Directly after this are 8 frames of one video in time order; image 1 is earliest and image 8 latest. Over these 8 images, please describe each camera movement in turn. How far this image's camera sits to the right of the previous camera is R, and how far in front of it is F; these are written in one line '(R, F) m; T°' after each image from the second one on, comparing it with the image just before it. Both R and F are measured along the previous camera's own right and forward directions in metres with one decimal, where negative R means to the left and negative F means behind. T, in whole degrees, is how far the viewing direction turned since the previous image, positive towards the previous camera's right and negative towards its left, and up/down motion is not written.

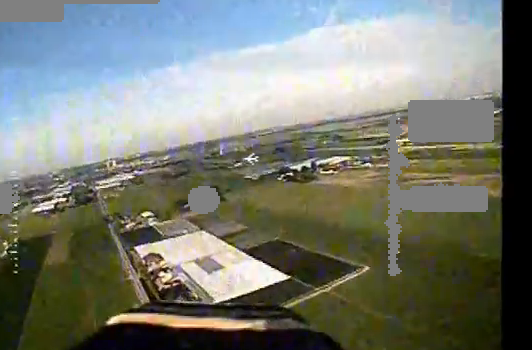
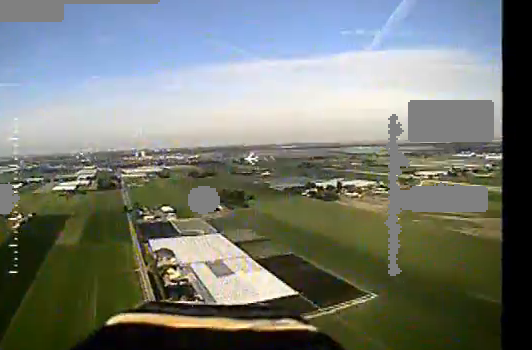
(0.0, +4.6) m; 0°
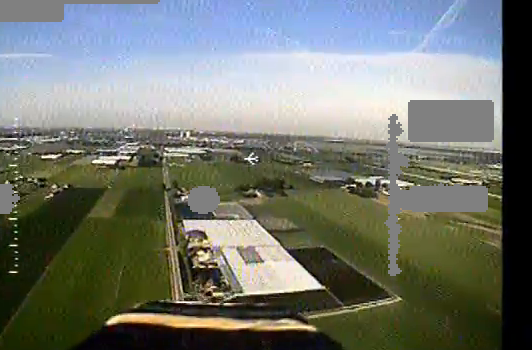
(0.0, +5.9) m; +3°
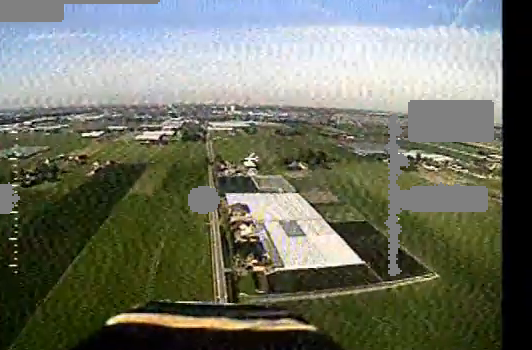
(-0.1, +4.3) m; +2°
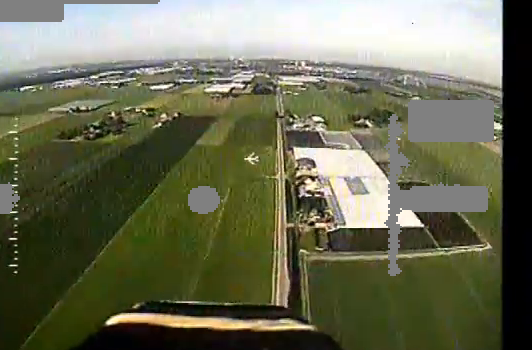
(+0.6, +6.4) m; -2°
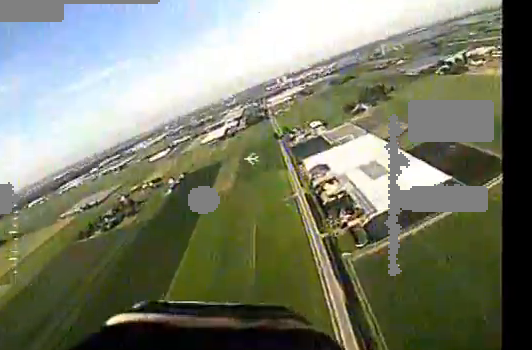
(-1.4, +12.1) m; -10°
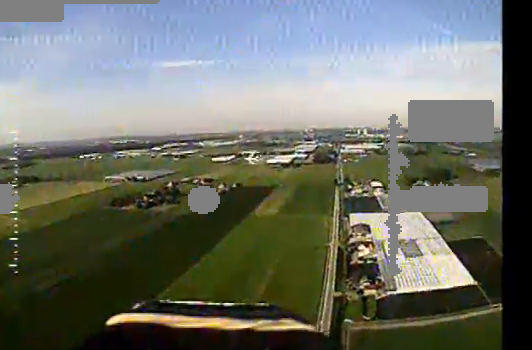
(-1.8, +14.6) m; -14°
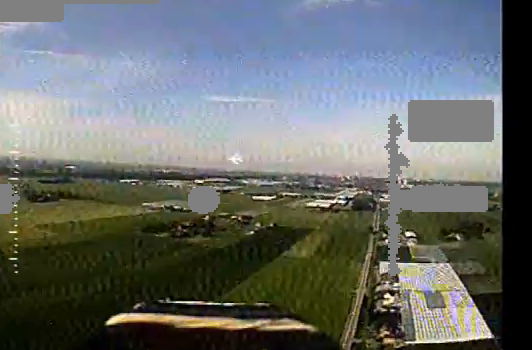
(-0.4, +6.7) m; -8°
